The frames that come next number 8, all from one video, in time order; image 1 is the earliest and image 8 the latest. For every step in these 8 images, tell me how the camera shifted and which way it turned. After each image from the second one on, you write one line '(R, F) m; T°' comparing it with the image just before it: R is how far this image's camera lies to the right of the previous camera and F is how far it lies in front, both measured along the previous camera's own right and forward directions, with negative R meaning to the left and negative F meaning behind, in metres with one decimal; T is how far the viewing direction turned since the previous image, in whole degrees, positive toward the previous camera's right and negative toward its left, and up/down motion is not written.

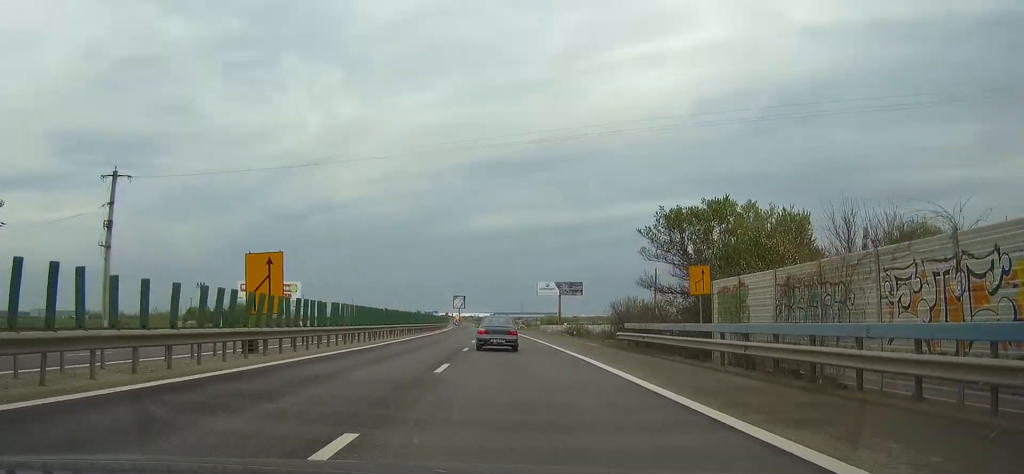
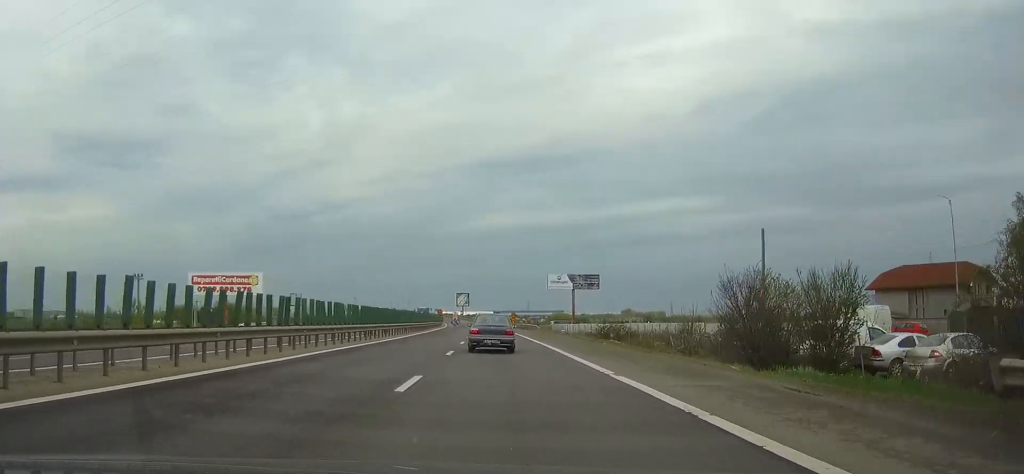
(-0.4, +27.8) m; -1°
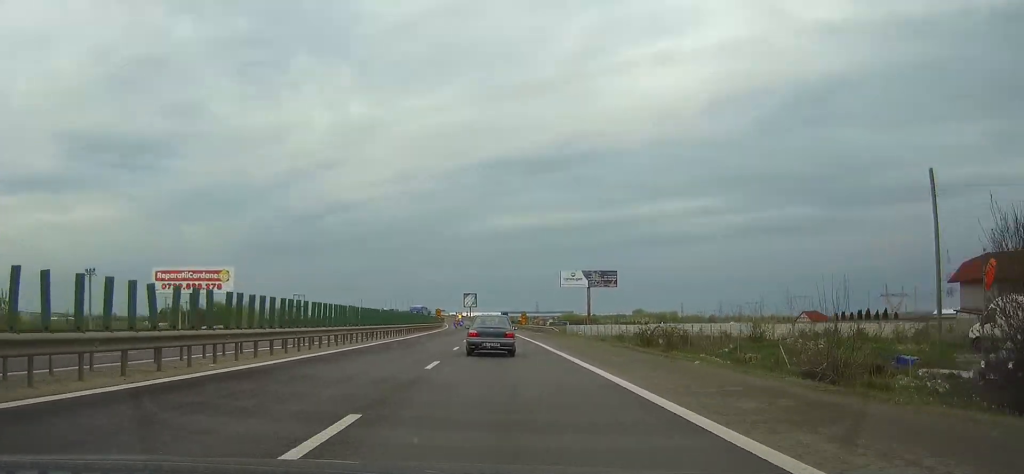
(+0.2, +17.4) m; 0°
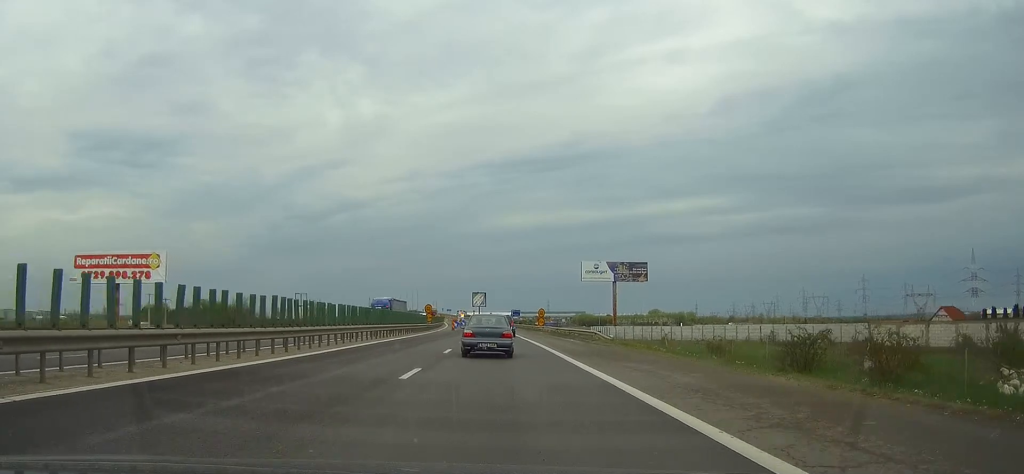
(-0.5, +26.8) m; -1°
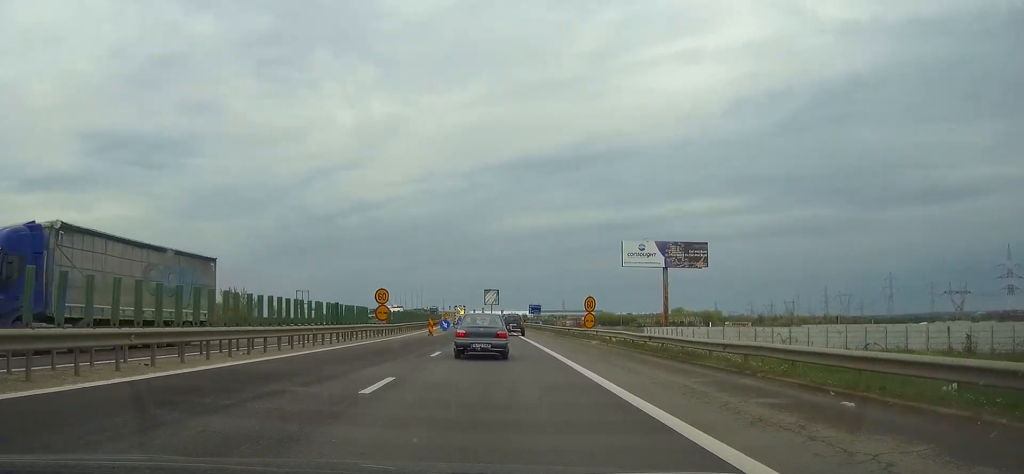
(-0.2, +37.9) m; 0°
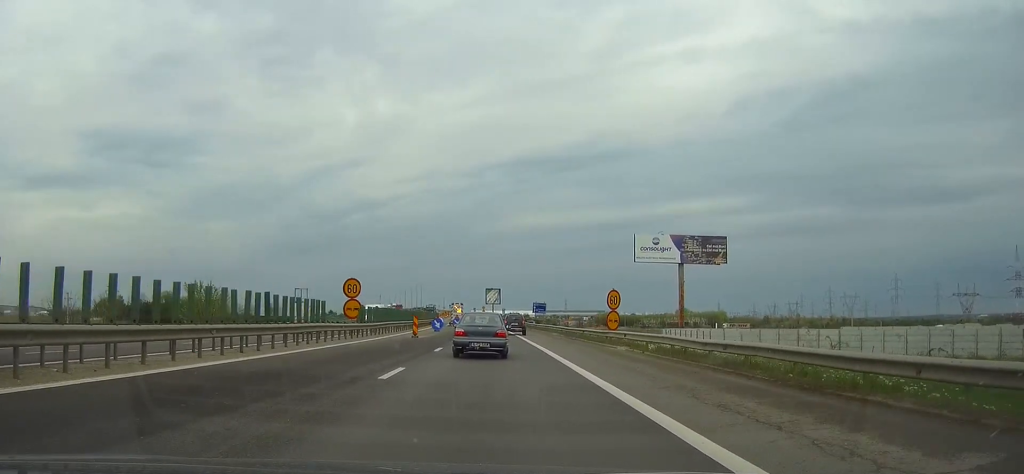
(0.0, +9.3) m; 0°
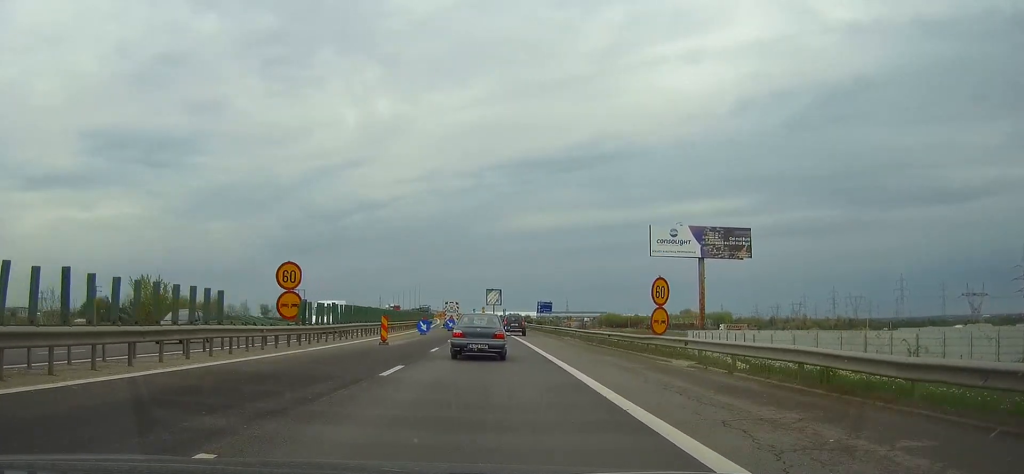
(-0.1, +10.7) m; 0°
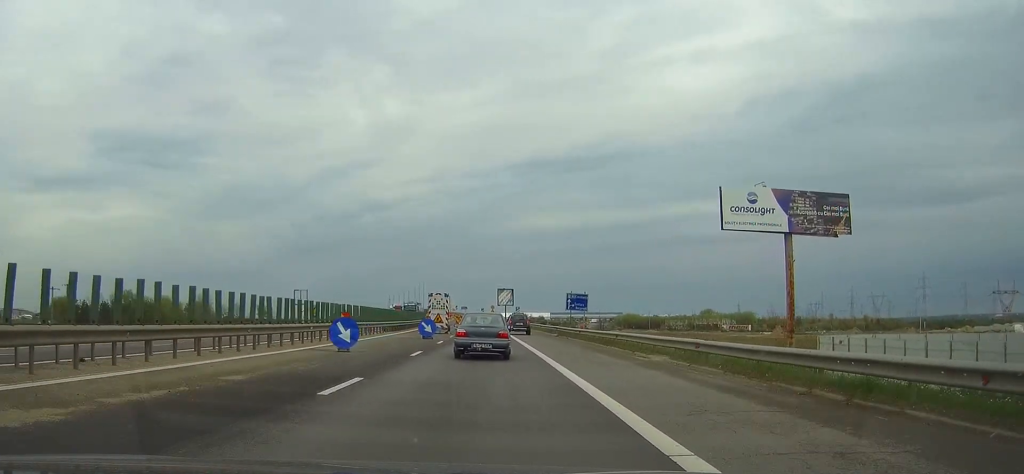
(-0.3, +27.3) m; -1°
